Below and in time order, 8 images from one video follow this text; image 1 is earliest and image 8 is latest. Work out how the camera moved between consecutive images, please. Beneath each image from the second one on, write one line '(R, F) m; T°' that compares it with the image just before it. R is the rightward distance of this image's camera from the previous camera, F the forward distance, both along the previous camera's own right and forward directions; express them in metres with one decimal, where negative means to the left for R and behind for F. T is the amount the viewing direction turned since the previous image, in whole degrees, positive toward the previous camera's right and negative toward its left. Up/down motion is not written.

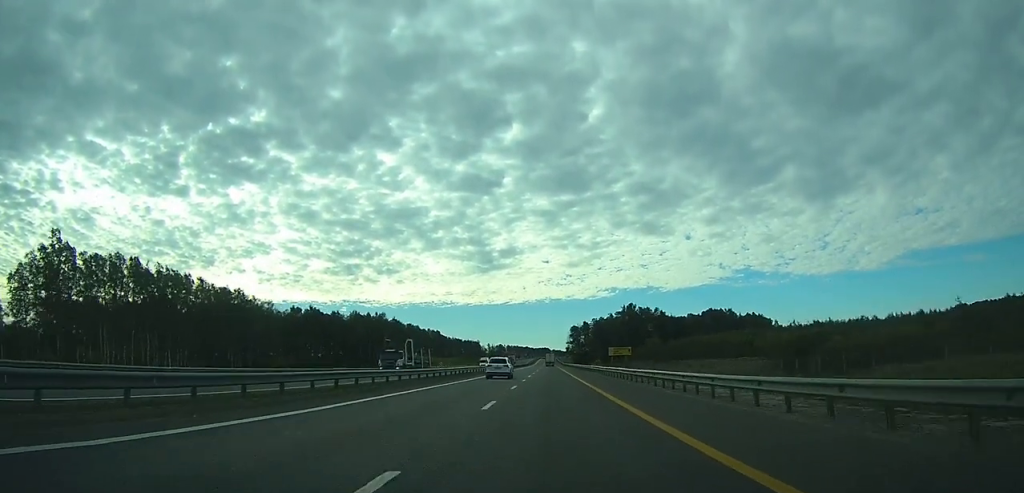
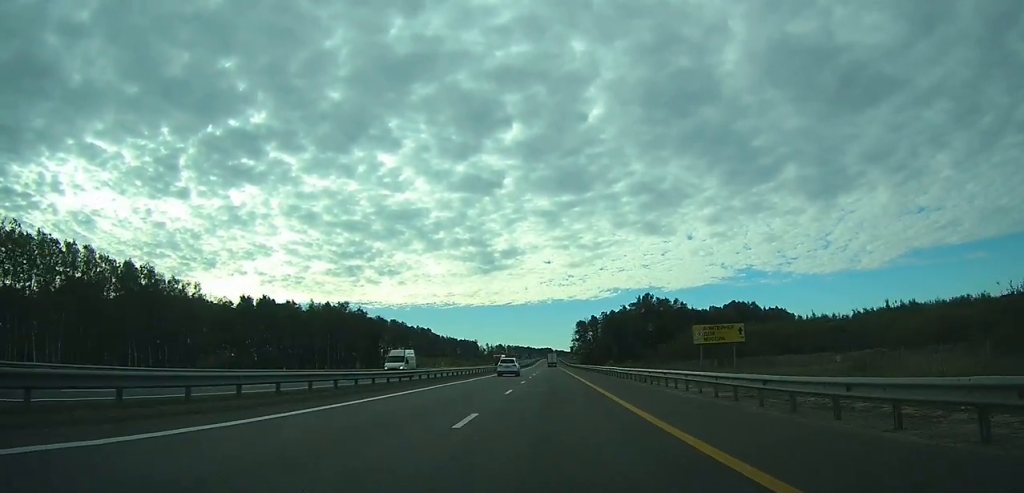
(0.0, +41.7) m; 0°
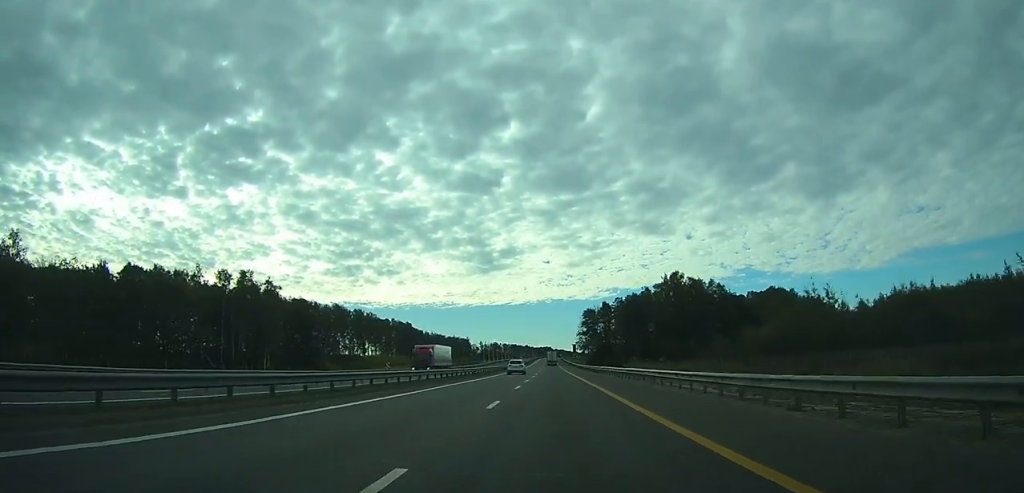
(-0.1, +57.2) m; 0°
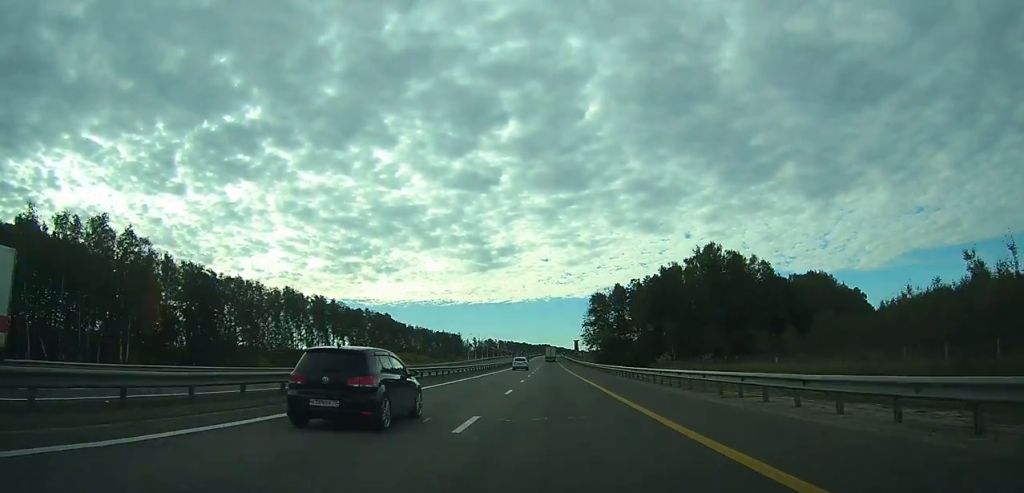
(0.0, +42.7) m; 0°
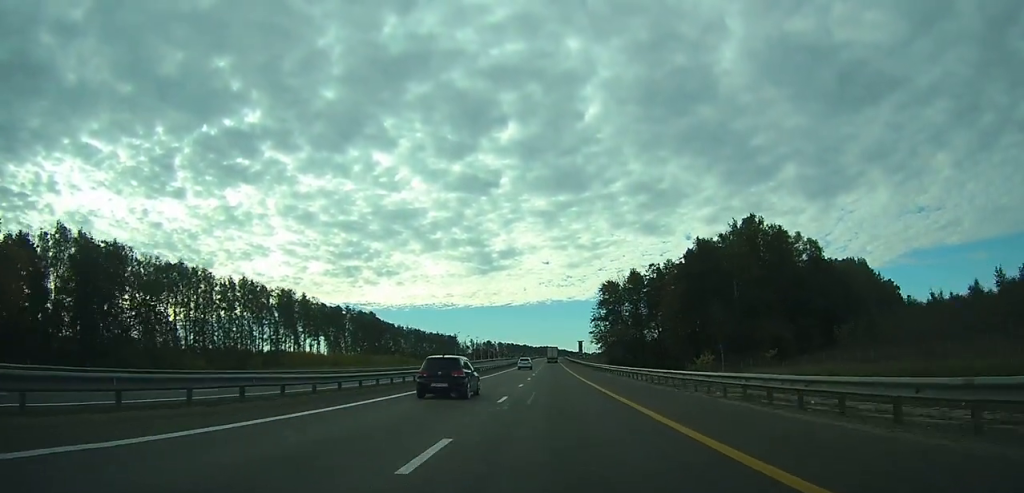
(0.0, +28.4) m; 0°
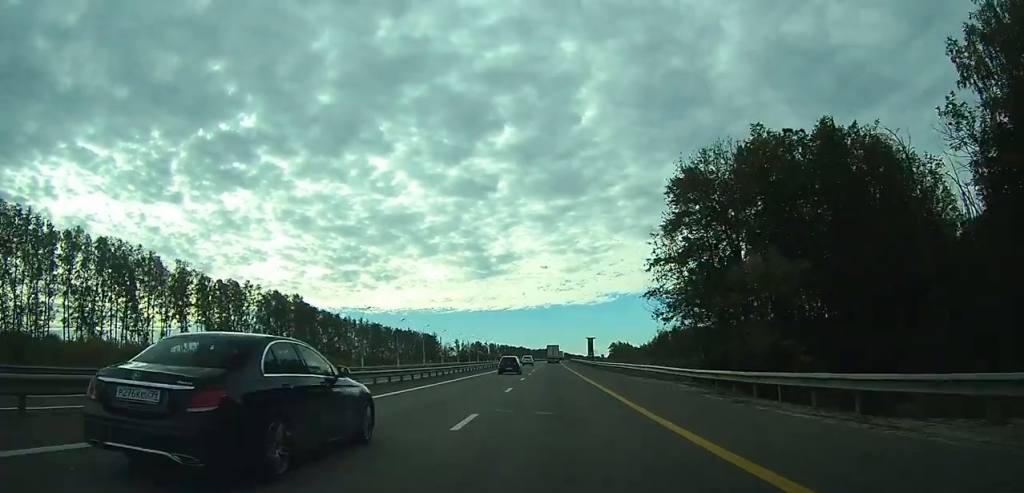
(+0.2, +79.4) m; -1°
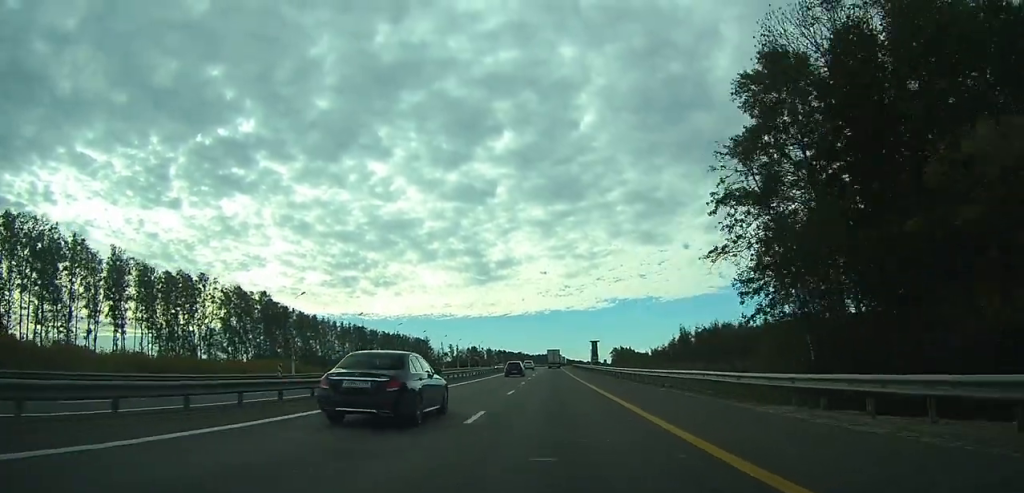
(-0.5, +21.1) m; -1°
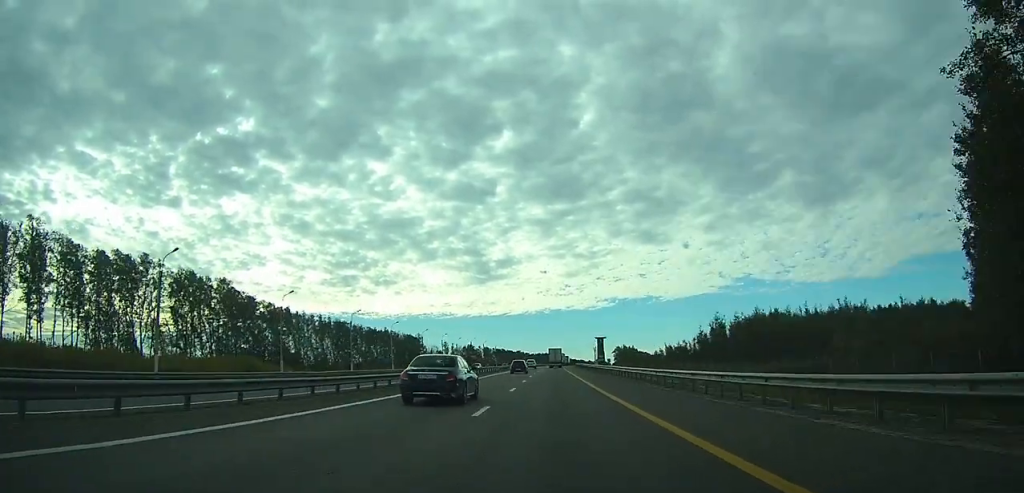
(-0.2, +21.0) m; 0°
